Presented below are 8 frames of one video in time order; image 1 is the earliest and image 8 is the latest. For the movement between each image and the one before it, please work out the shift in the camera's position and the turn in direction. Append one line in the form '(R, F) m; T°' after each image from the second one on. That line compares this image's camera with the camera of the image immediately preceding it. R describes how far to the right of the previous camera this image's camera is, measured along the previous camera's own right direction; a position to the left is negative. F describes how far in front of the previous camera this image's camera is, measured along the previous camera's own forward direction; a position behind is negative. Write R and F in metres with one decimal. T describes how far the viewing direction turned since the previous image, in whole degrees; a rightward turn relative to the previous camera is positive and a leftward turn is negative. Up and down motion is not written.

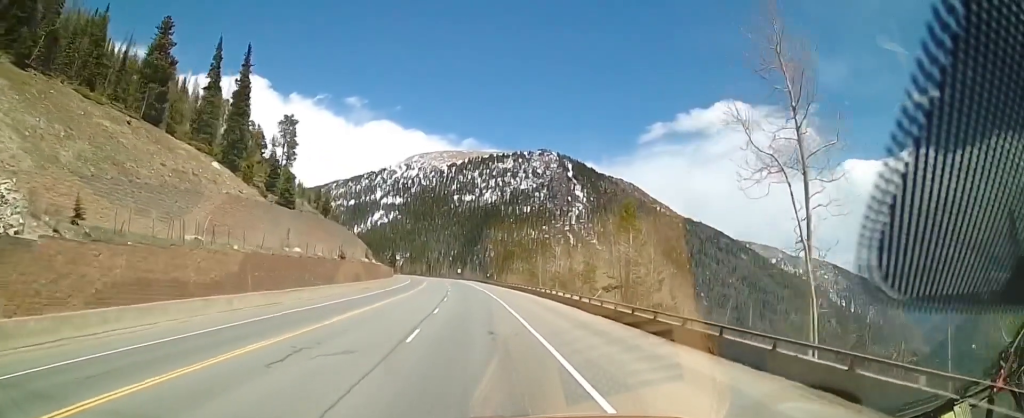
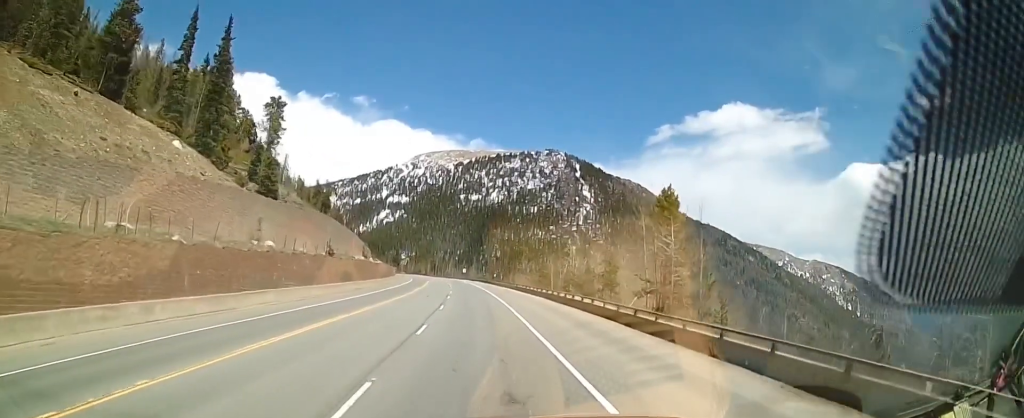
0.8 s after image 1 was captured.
(-0.4, +9.3) m; -2°
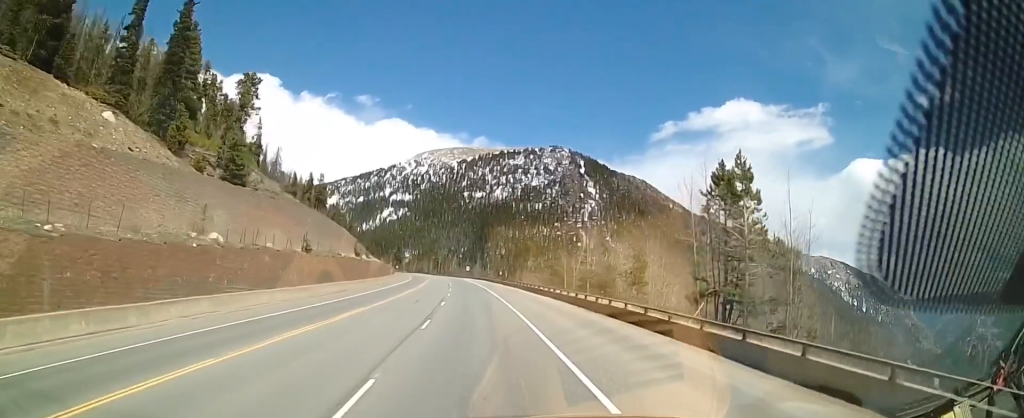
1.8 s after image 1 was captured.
(0.0, +10.8) m; -2°
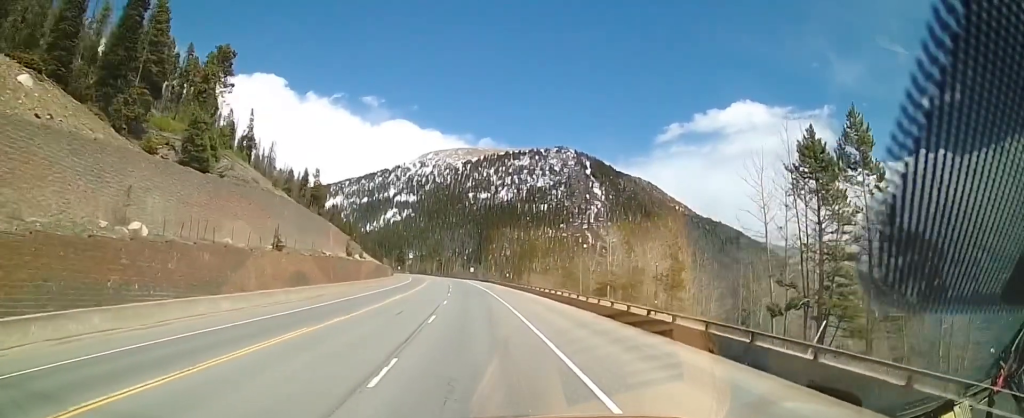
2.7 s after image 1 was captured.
(-0.4, +9.7) m; 0°
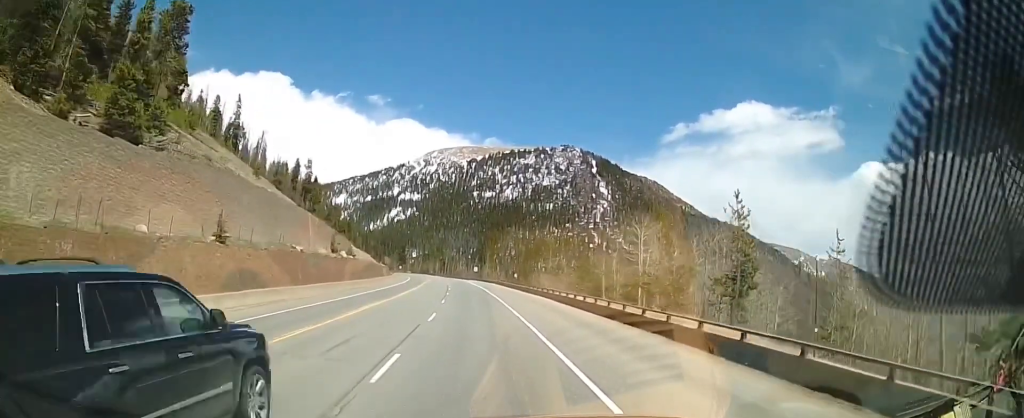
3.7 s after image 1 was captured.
(+0.3, +11.8) m; -1°
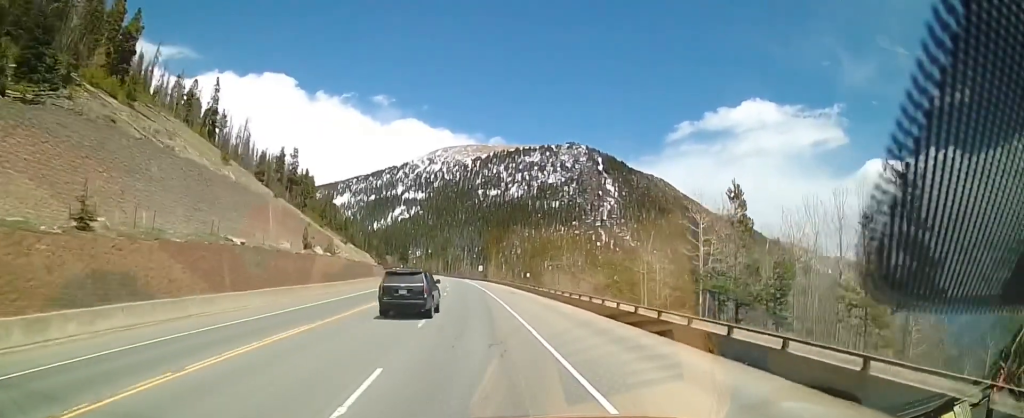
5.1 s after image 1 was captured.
(-0.5, +14.6) m; -1°
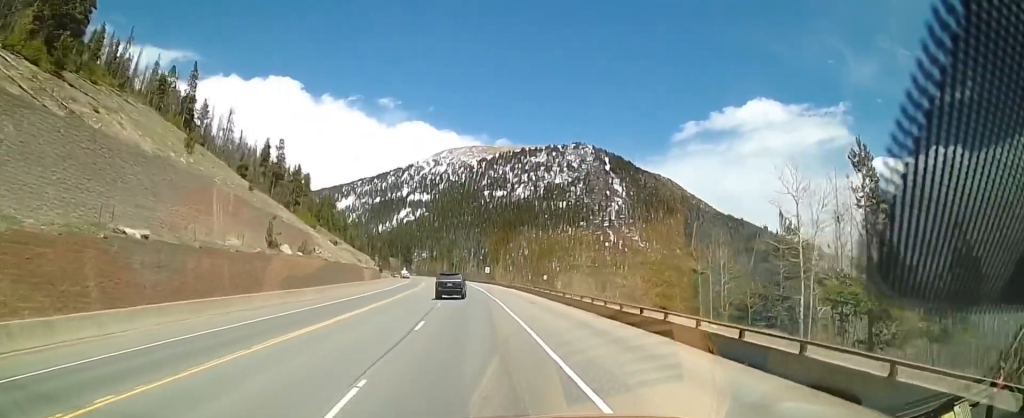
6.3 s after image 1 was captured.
(+0.1, +13.1) m; 0°
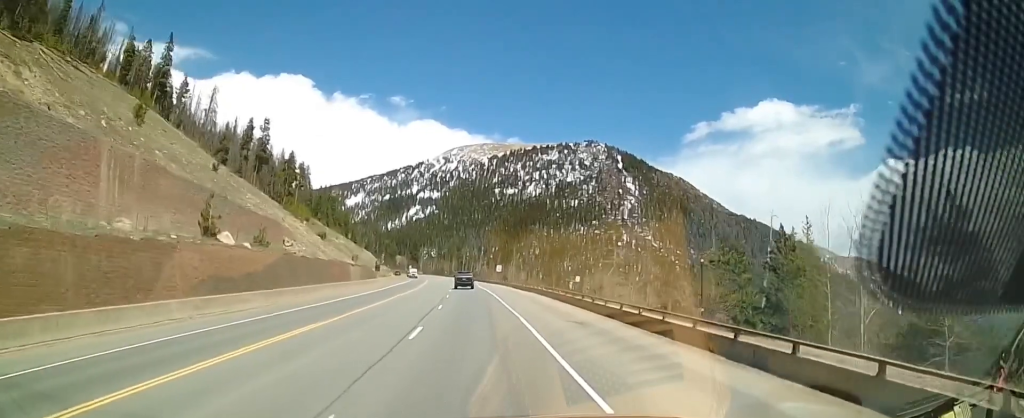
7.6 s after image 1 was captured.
(+0.3, +14.9) m; +1°
